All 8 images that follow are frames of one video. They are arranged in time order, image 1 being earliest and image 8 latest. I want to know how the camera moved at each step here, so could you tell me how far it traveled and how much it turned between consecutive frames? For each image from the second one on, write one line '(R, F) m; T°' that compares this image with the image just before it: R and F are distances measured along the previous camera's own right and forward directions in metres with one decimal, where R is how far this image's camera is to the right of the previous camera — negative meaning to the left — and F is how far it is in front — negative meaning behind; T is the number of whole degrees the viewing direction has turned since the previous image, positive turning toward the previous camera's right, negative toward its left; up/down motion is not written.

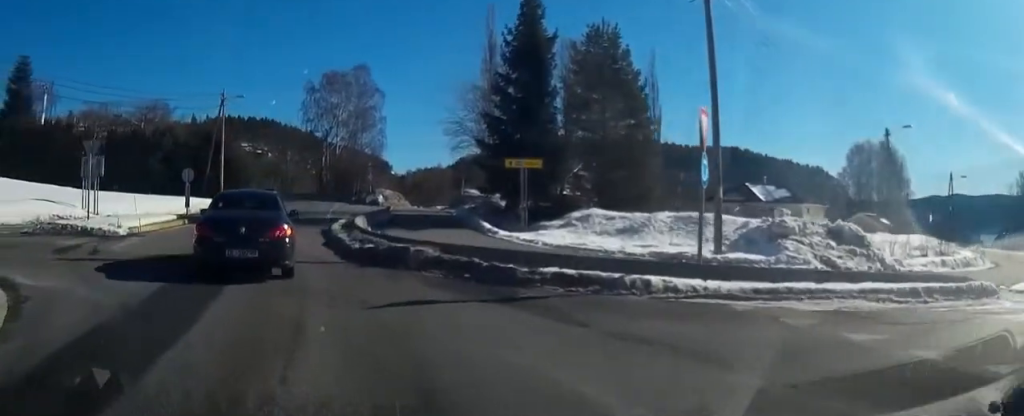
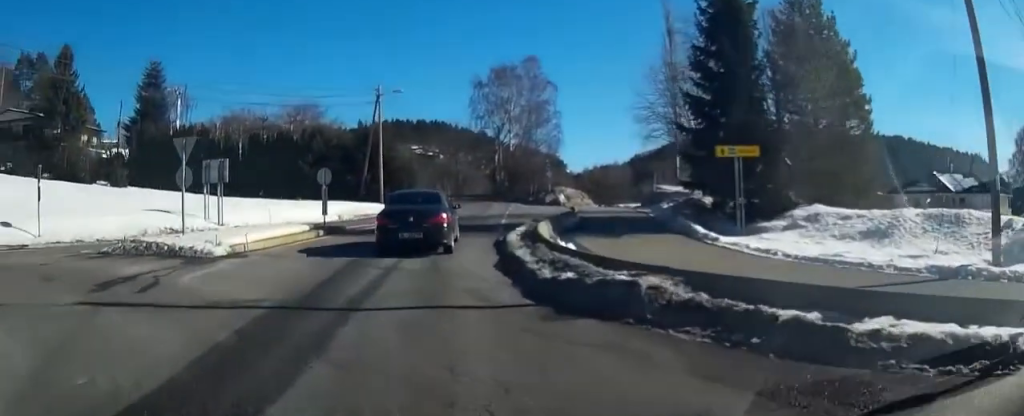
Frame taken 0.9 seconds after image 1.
(-0.7, +4.2) m; -11°
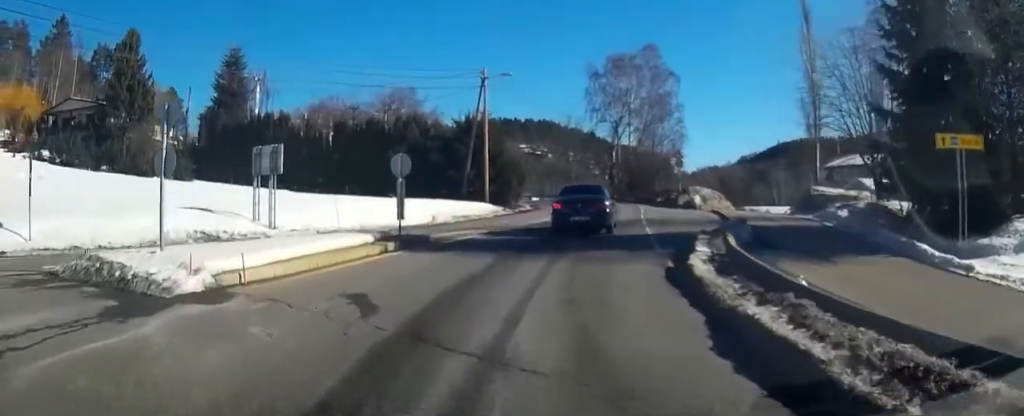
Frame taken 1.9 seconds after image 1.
(-0.3, +5.5) m; -4°
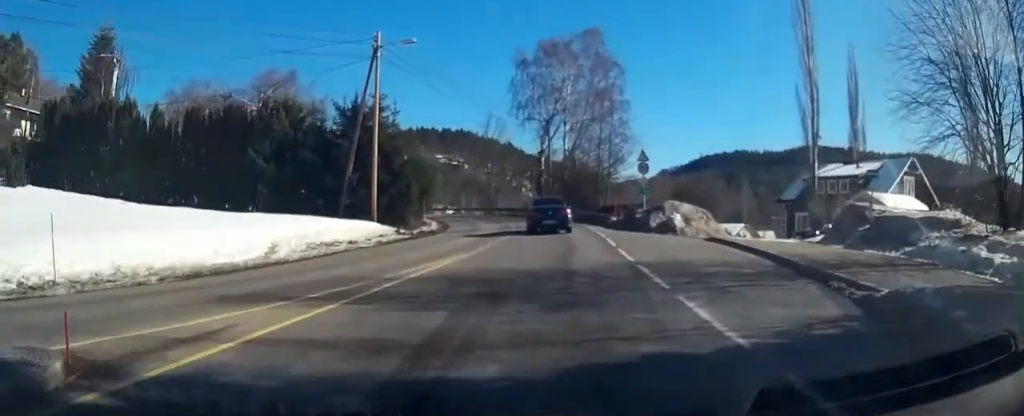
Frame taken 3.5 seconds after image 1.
(+0.2, +11.0) m; +5°
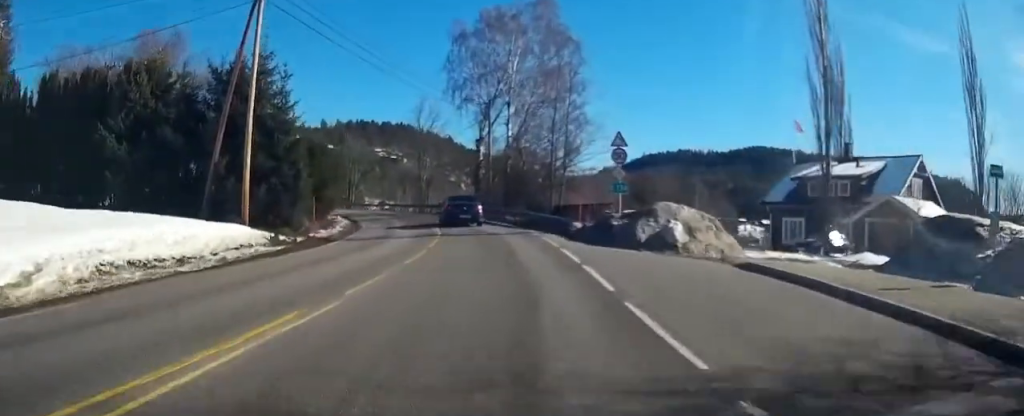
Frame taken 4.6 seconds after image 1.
(+0.5, +8.0) m; +6°
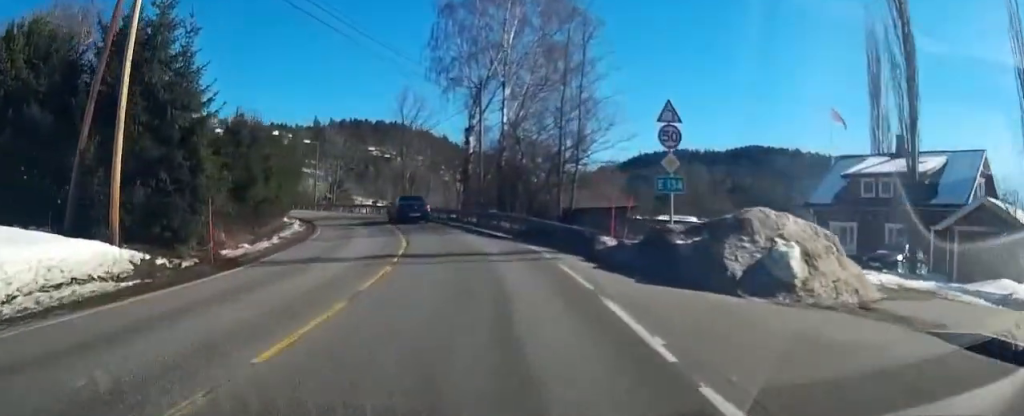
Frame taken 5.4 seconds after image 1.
(+0.2, +6.8) m; +1°
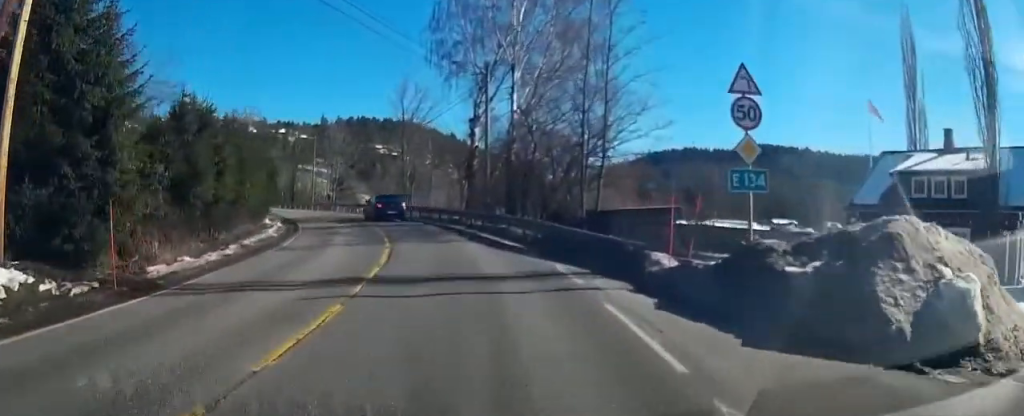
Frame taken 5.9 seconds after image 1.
(+0.2, +4.0) m; -1°
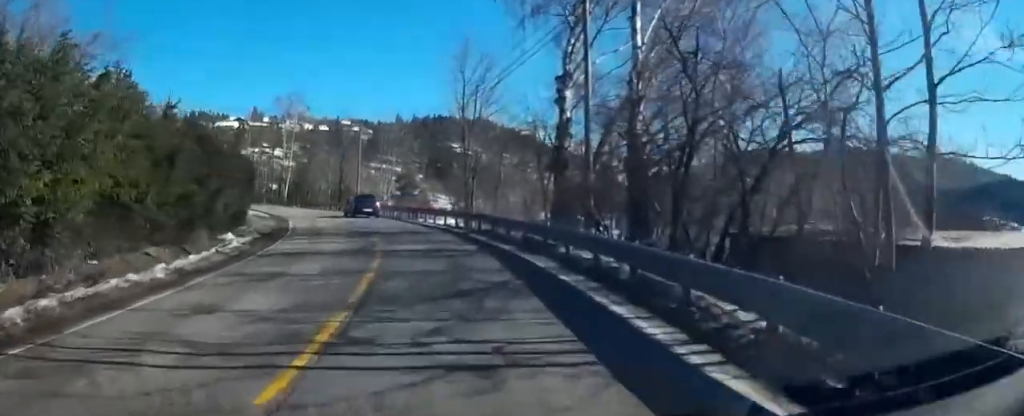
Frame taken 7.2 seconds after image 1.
(-0.9, +12.1) m; -9°
